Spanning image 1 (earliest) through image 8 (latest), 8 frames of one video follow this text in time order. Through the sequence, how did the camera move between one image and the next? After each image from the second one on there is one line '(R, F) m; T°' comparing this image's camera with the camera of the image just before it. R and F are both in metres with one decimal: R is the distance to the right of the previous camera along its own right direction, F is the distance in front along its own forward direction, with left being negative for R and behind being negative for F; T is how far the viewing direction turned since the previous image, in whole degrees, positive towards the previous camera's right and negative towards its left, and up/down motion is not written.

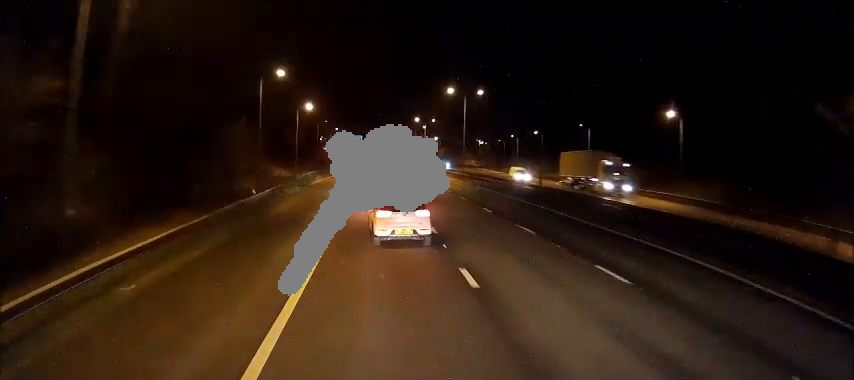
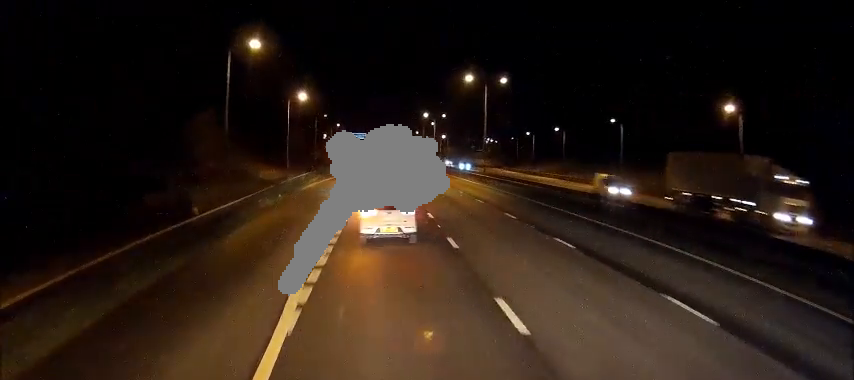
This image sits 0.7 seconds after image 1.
(-0.1, +12.8) m; -1°
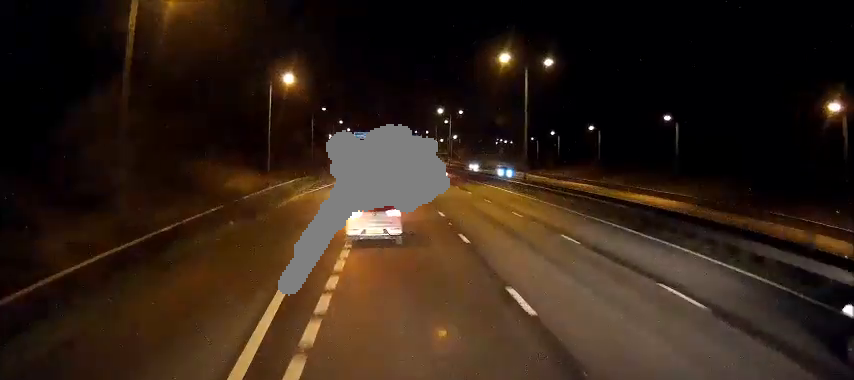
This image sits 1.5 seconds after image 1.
(-0.2, +16.6) m; -1°
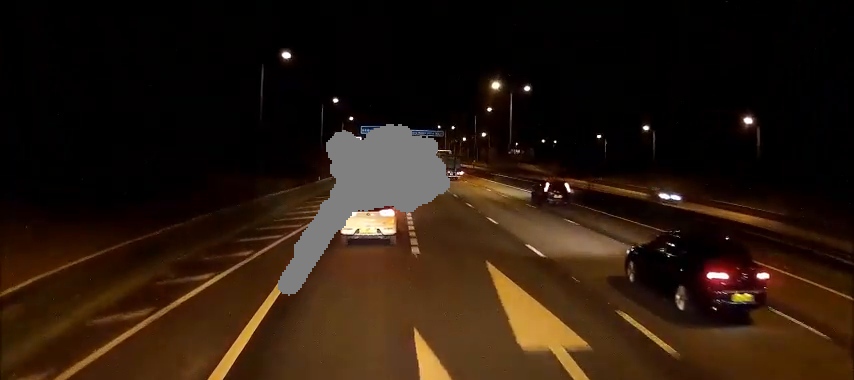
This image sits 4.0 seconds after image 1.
(-0.8, +46.8) m; -1°
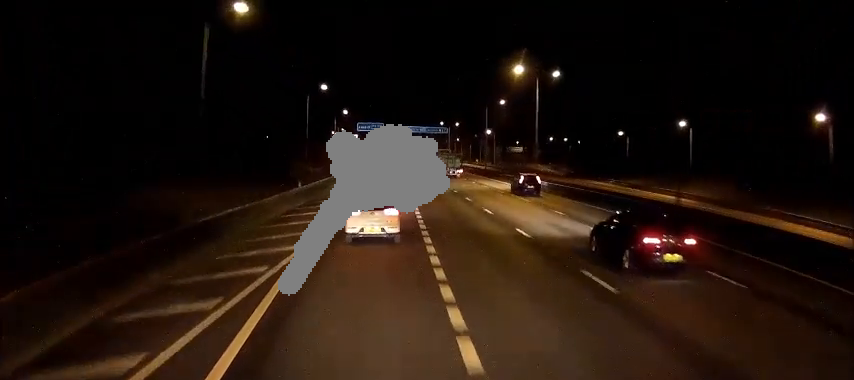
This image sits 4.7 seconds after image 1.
(0.0, +13.6) m; 0°
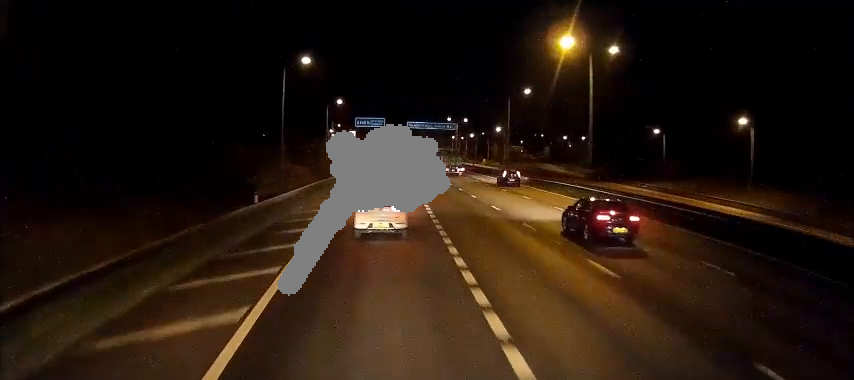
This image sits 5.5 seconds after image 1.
(0.0, +16.3) m; 0°
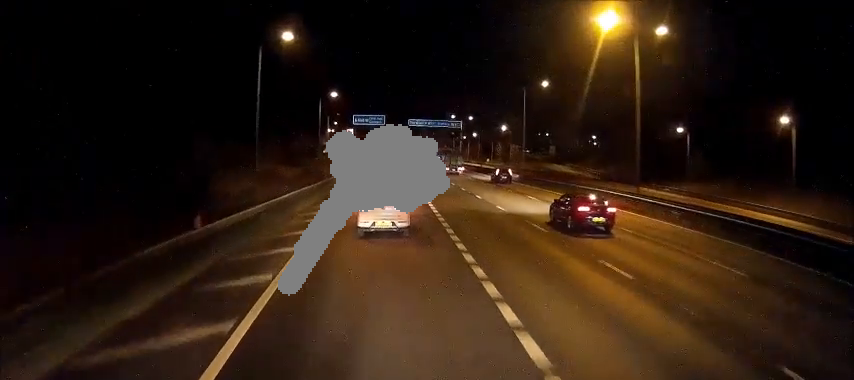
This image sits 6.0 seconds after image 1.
(0.0, +9.2) m; 0°
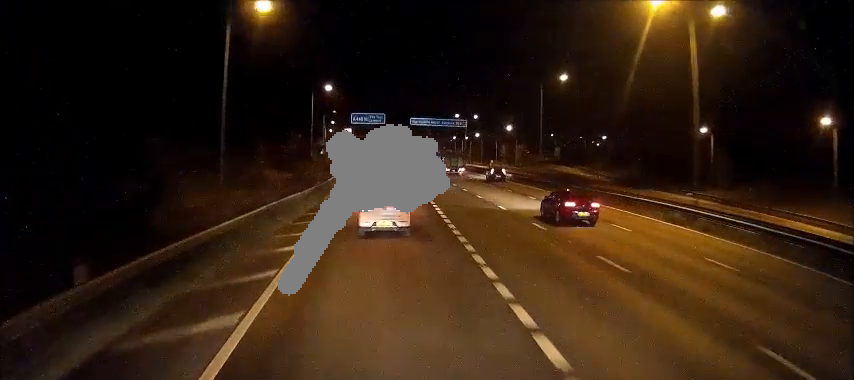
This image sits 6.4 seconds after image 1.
(0.0, +7.9) m; 0°
